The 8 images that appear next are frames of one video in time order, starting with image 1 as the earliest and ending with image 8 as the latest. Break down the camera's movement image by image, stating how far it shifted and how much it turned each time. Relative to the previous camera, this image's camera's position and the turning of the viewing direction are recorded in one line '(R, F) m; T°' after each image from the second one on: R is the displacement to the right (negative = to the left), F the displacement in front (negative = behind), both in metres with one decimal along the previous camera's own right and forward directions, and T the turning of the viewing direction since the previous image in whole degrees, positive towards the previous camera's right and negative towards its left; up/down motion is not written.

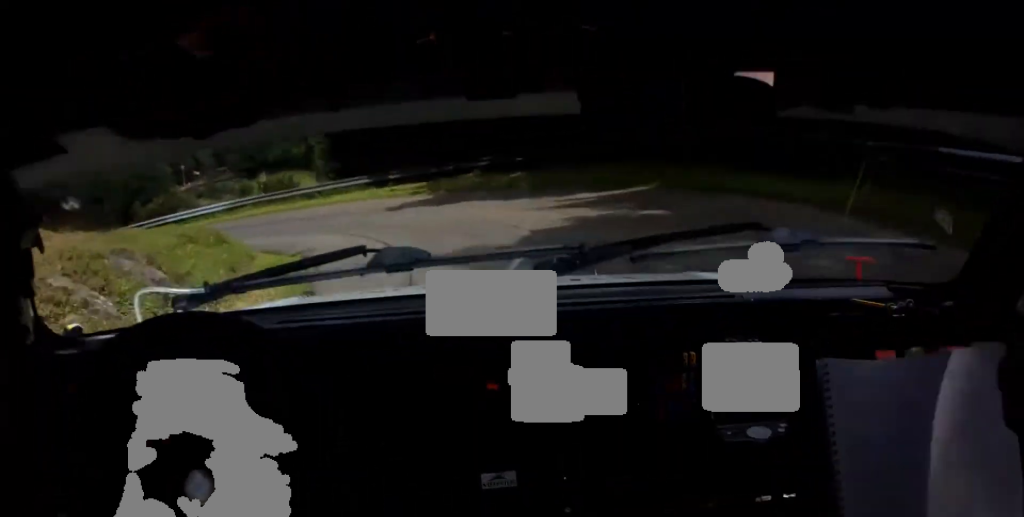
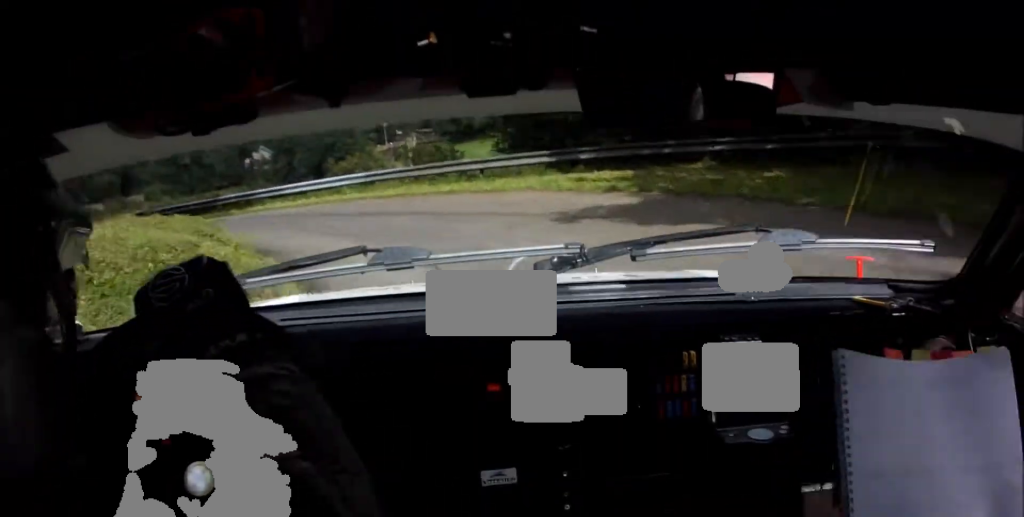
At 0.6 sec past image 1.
(-3.3, +8.2) m; -15°
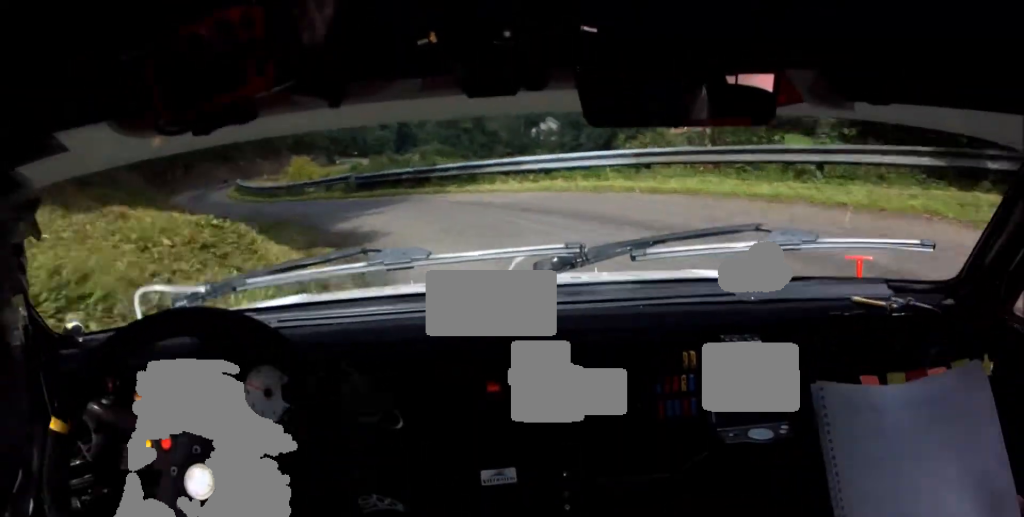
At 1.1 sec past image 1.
(-1.1, +8.3) m; -10°
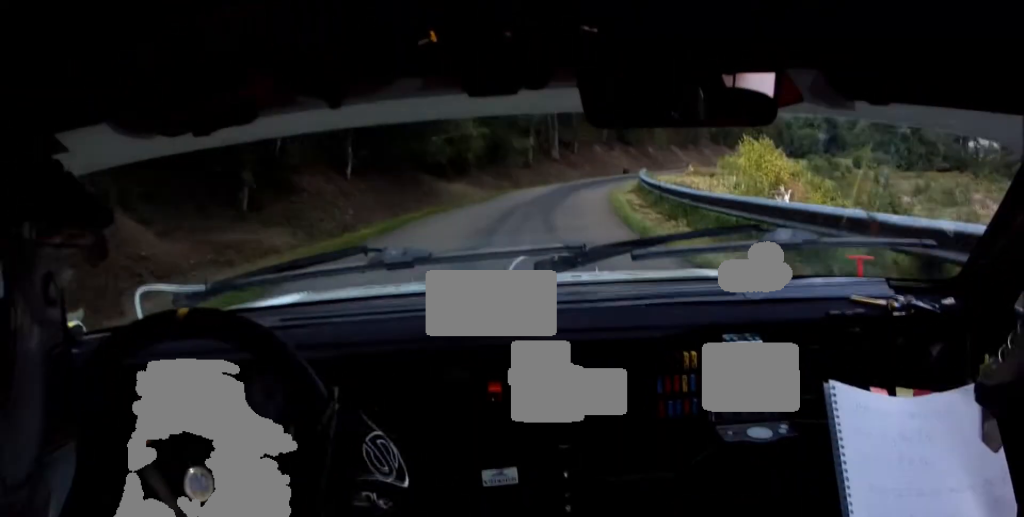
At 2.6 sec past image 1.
(-4.8, +30.5) m; -13°
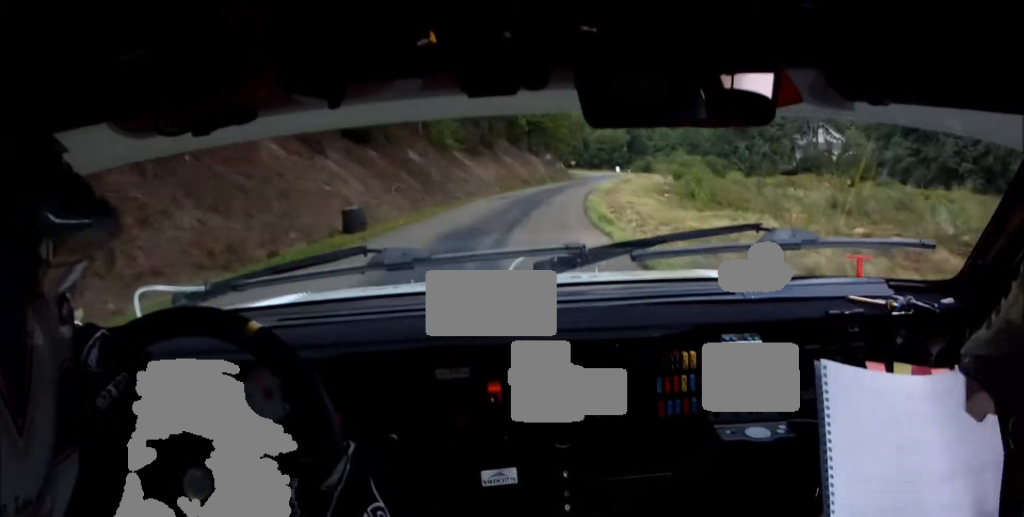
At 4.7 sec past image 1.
(+4.3, +54.1) m; +12°
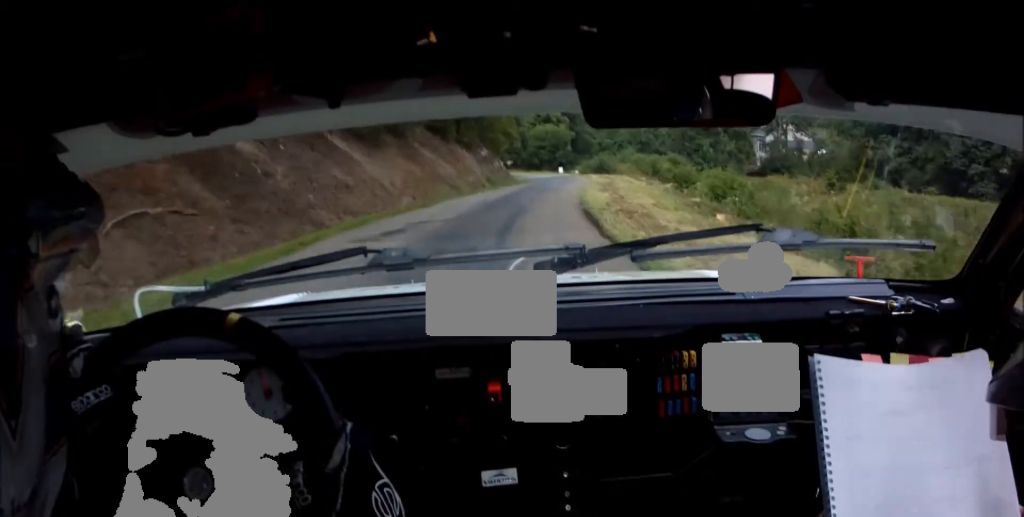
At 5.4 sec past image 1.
(+1.1, +21.2) m; +4°
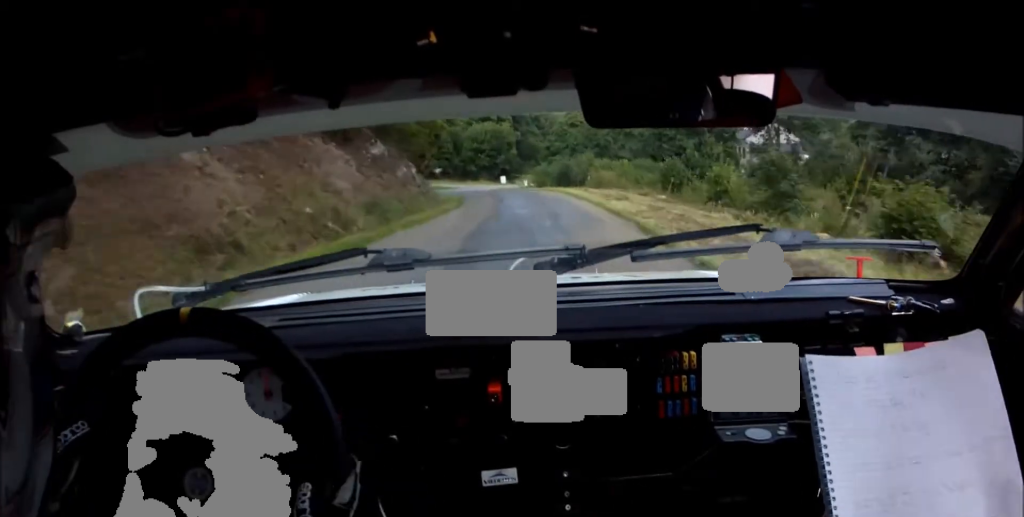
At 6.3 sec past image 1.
(+1.1, +27.8) m; +2°
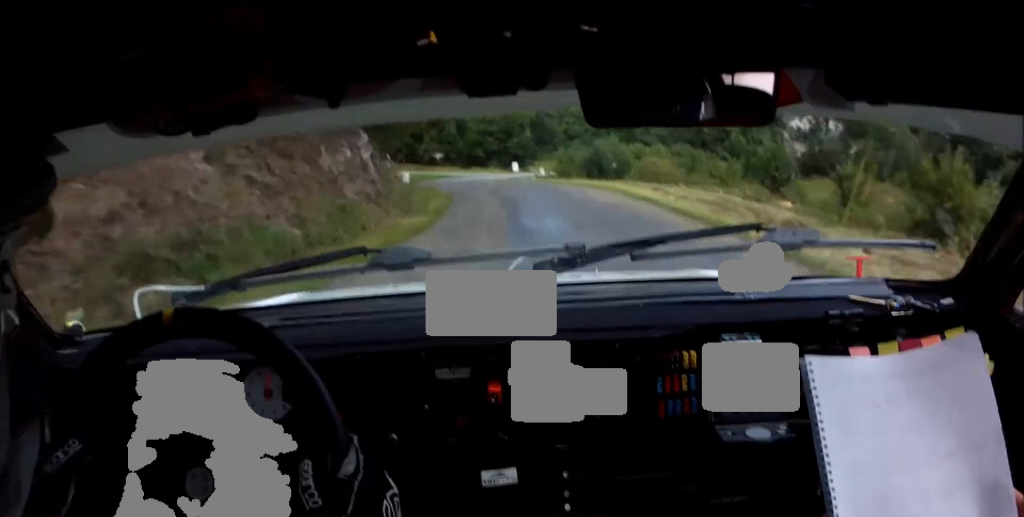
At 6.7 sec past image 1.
(+0.4, +14.3) m; -1°
